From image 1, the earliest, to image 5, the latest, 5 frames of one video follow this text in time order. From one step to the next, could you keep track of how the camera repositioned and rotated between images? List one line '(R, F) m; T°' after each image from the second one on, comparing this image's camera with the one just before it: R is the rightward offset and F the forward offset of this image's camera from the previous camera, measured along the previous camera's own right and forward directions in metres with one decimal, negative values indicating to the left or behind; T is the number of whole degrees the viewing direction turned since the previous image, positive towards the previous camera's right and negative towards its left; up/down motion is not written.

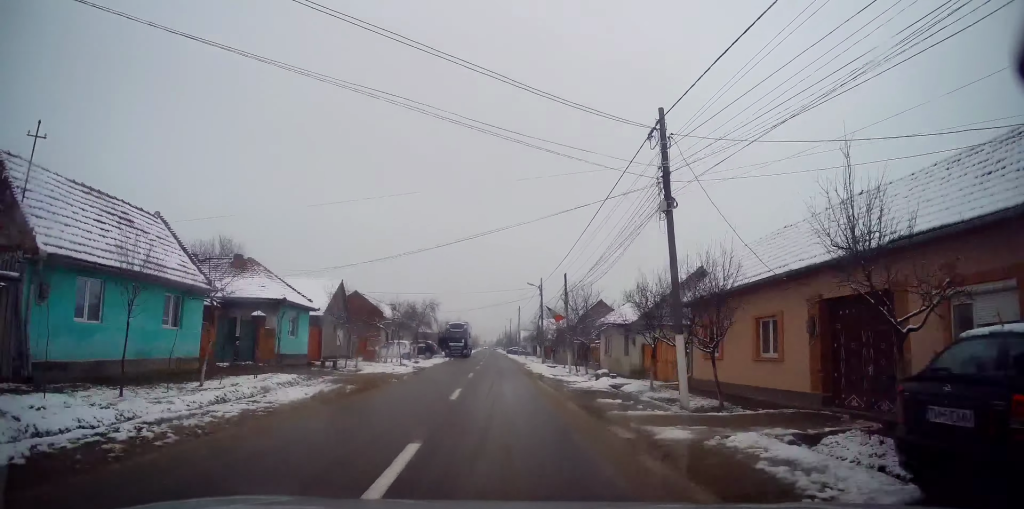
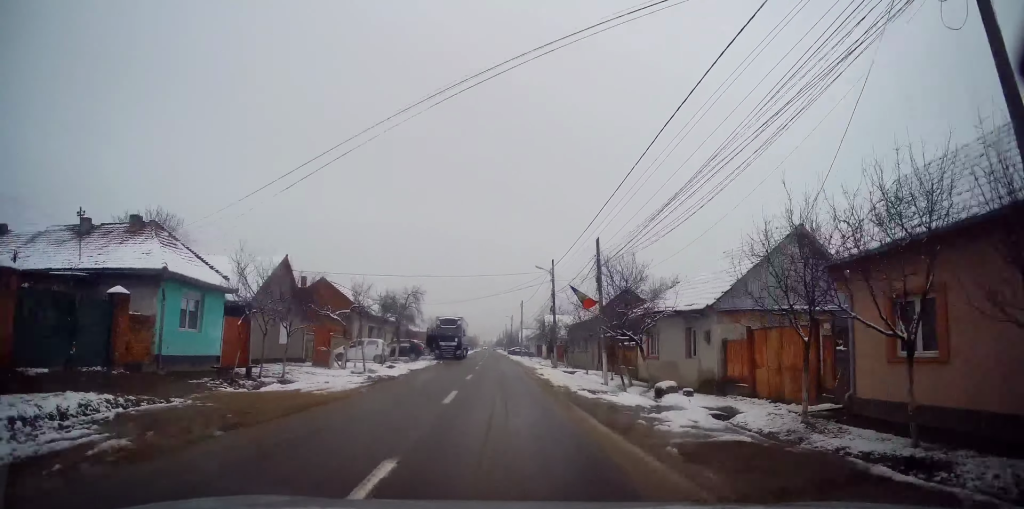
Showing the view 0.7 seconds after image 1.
(+0.4, +10.2) m; 0°
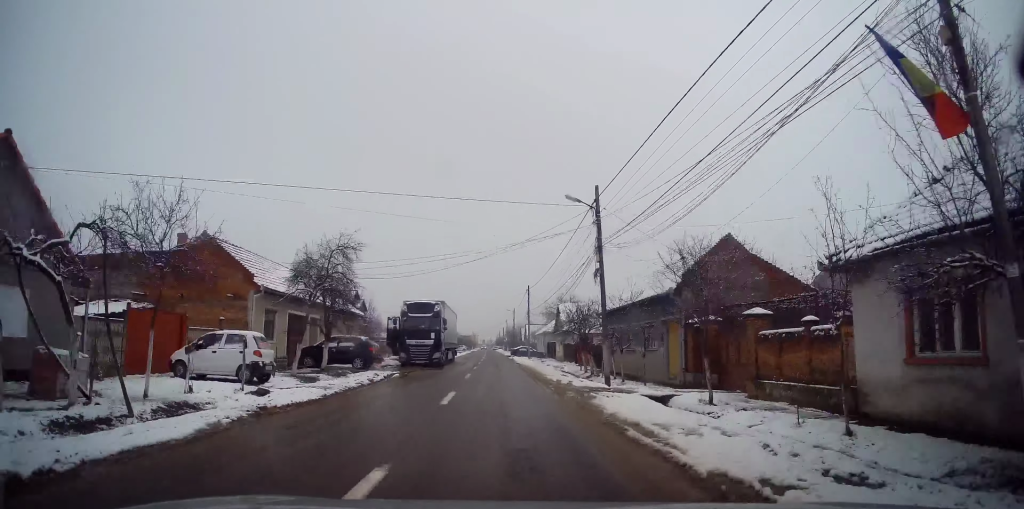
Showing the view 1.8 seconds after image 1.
(-0.4, +17.7) m; 0°
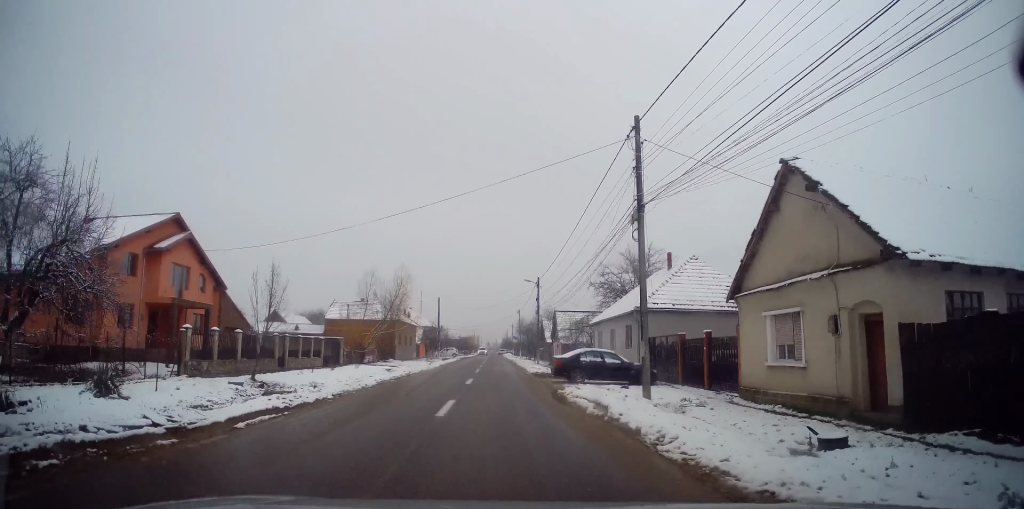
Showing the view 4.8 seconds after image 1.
(-0.4, +45.3) m; 0°
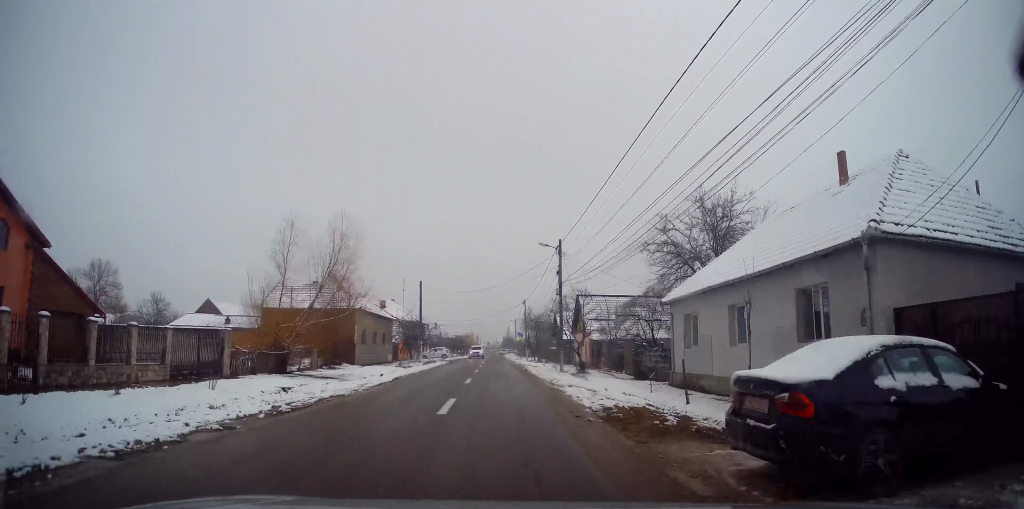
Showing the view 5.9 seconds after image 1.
(+0.6, +17.5) m; 0°
